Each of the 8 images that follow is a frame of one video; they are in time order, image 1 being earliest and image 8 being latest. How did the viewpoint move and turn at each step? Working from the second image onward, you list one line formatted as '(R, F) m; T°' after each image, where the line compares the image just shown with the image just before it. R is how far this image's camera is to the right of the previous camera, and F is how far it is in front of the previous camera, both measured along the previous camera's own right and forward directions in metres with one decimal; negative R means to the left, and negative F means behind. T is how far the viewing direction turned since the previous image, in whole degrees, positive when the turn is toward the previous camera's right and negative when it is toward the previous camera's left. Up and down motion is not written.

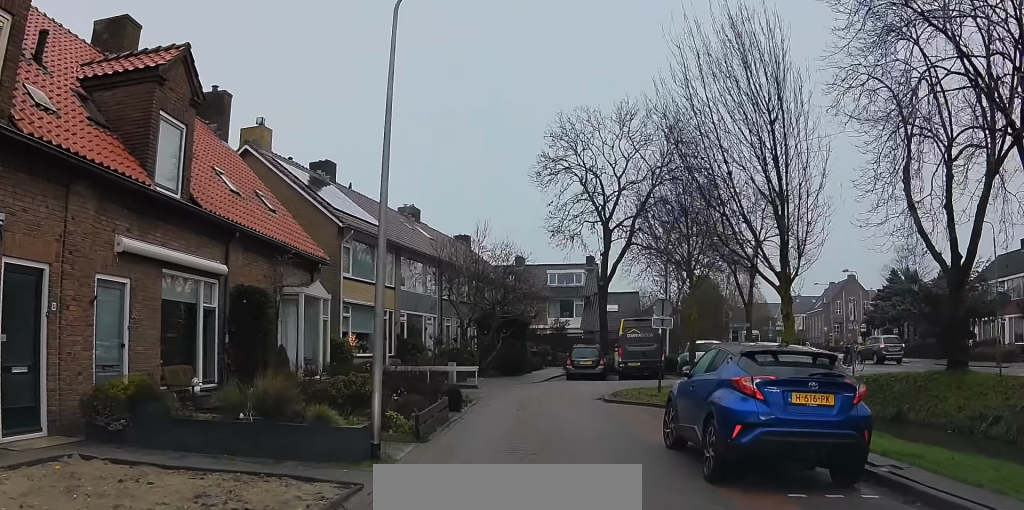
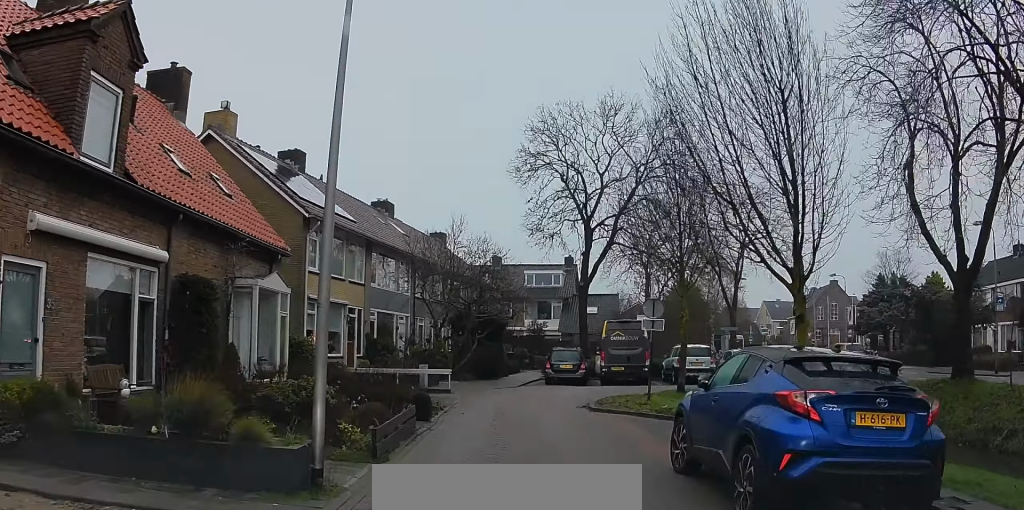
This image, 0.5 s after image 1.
(0.0, +1.8) m; 0°
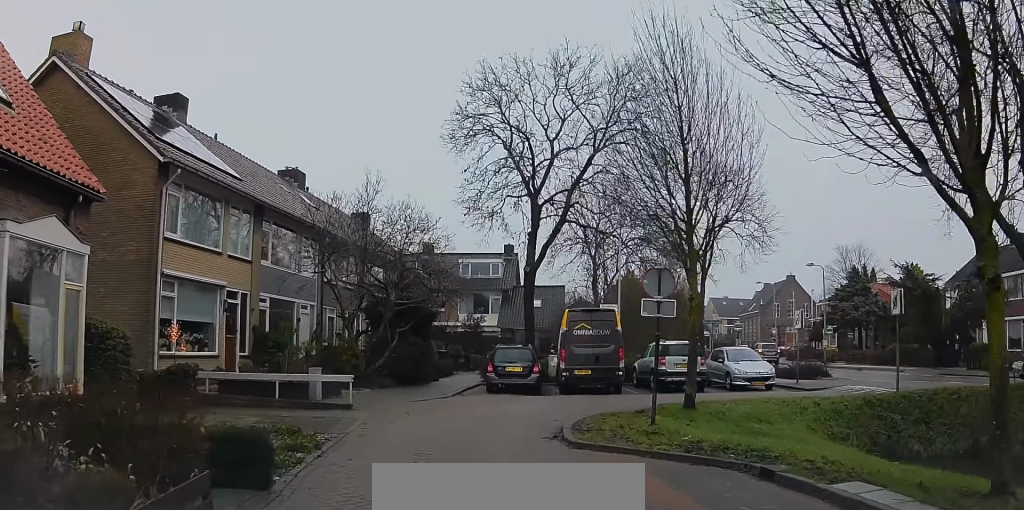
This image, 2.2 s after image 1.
(+0.1, +6.8) m; +6°
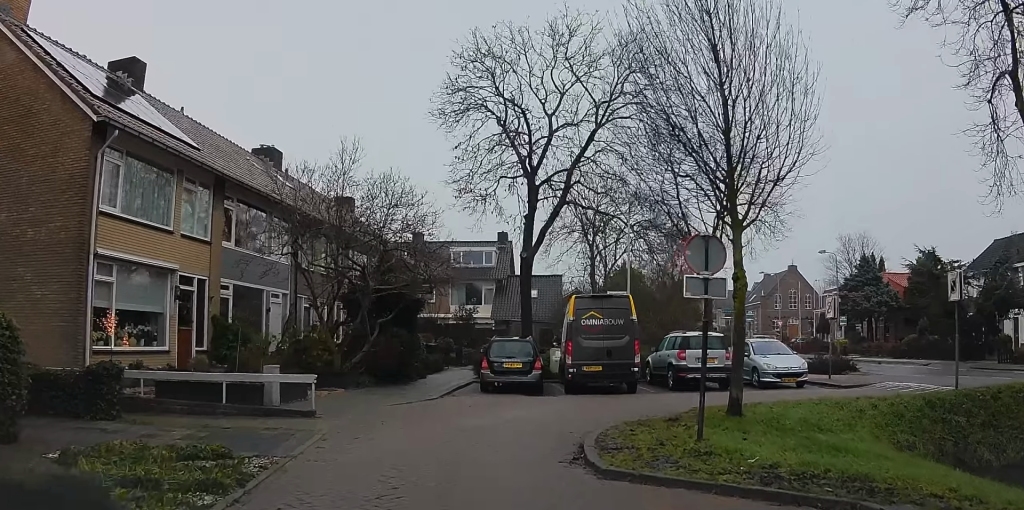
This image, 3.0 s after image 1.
(+0.2, +2.9) m; +6°
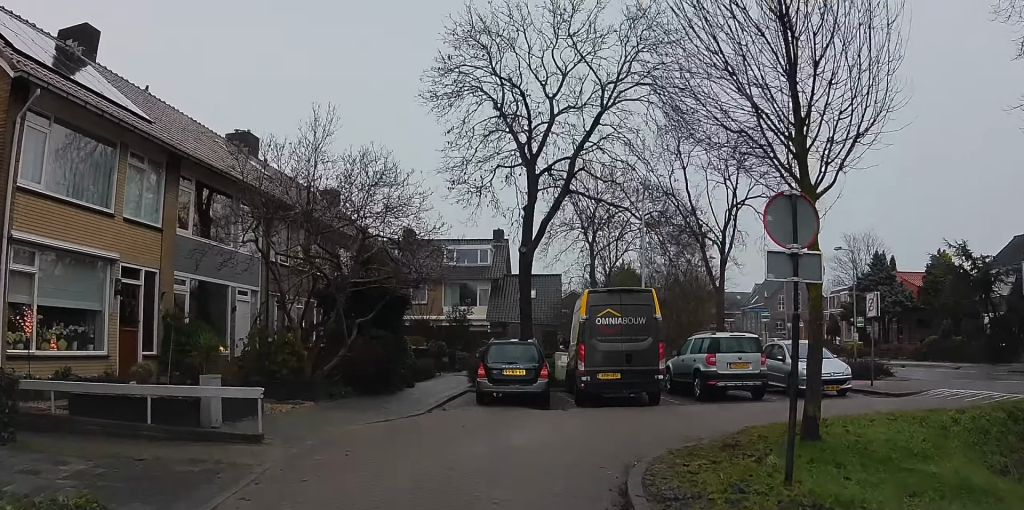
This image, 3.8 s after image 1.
(+0.1, +2.8) m; +4°
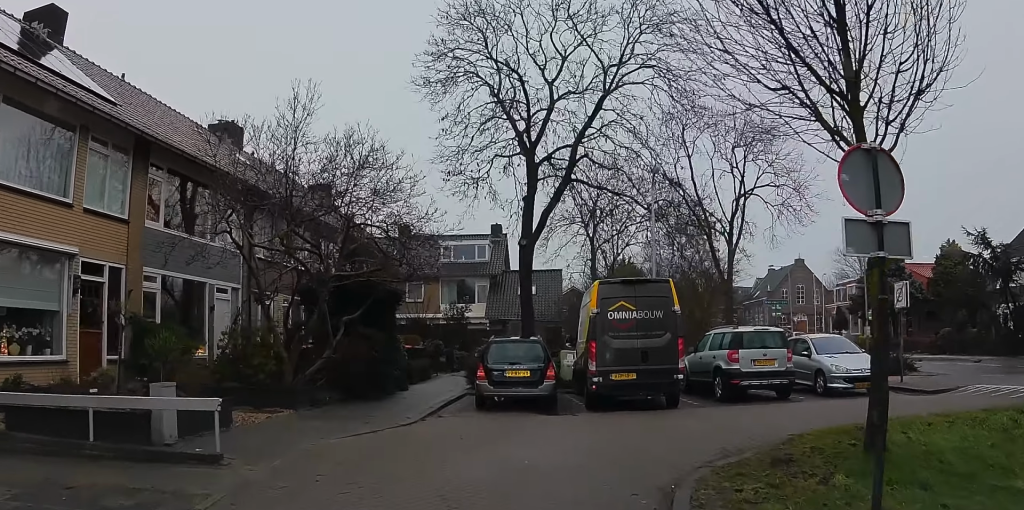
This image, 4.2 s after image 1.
(0.0, +1.6) m; +2°
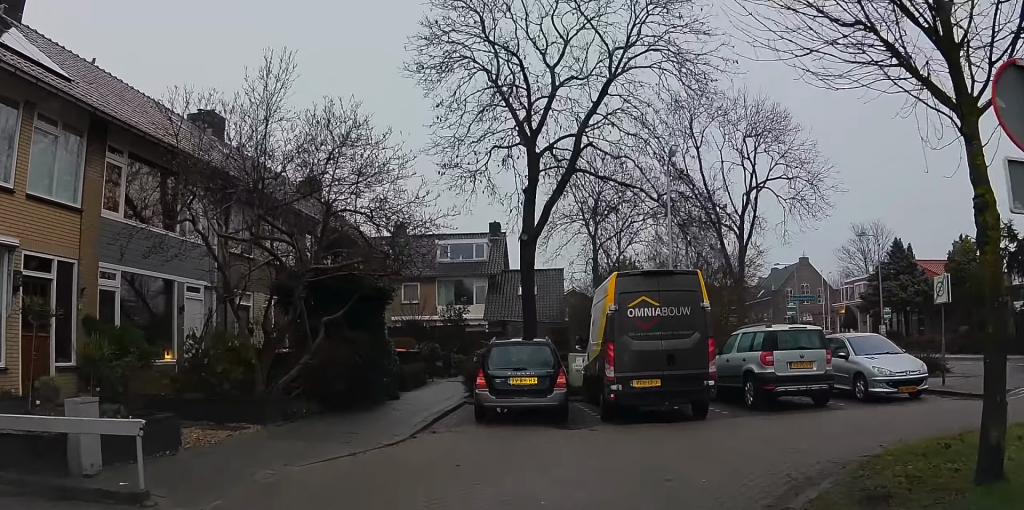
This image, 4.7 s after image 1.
(+0.1, +1.7) m; +3°
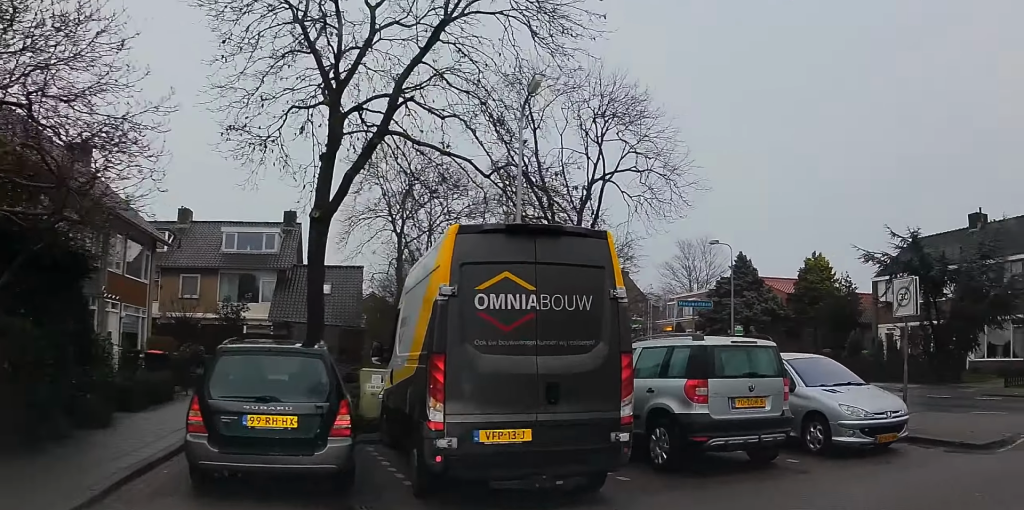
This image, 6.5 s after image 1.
(+0.5, +5.1) m; +15°
